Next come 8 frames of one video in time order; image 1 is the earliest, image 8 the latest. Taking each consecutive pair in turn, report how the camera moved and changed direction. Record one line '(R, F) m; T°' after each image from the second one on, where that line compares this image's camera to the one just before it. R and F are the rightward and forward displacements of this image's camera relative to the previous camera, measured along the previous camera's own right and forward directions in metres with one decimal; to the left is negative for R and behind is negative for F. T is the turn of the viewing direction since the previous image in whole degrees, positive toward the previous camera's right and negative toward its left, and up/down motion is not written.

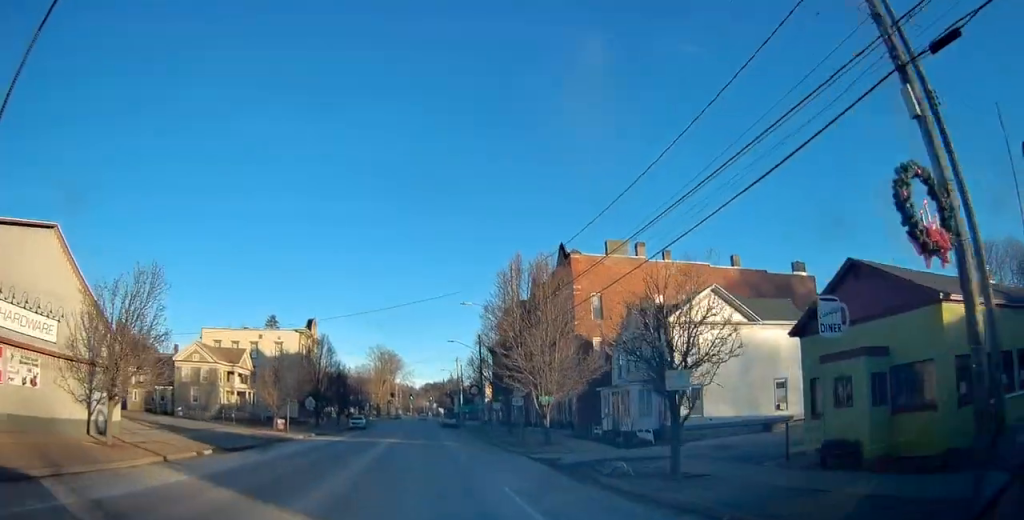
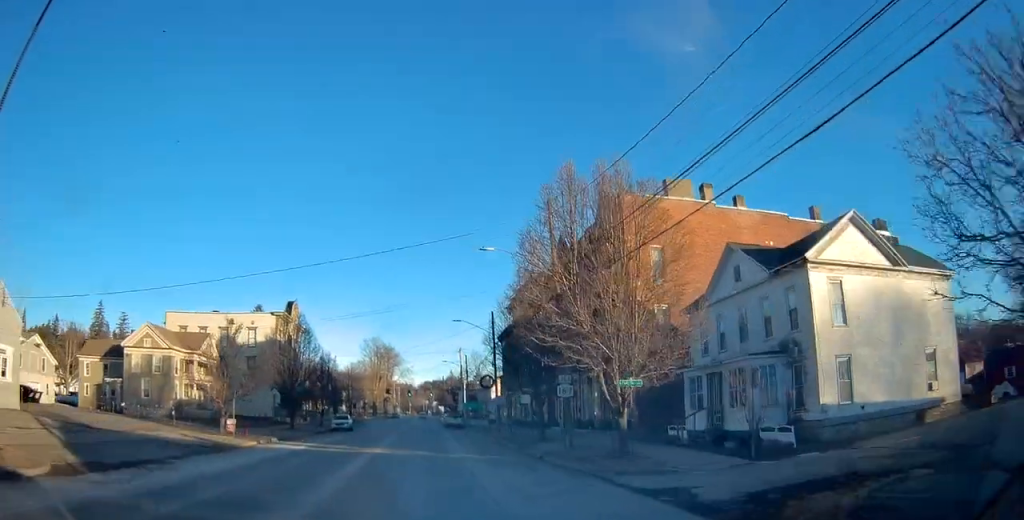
(0.0, +12.5) m; -1°
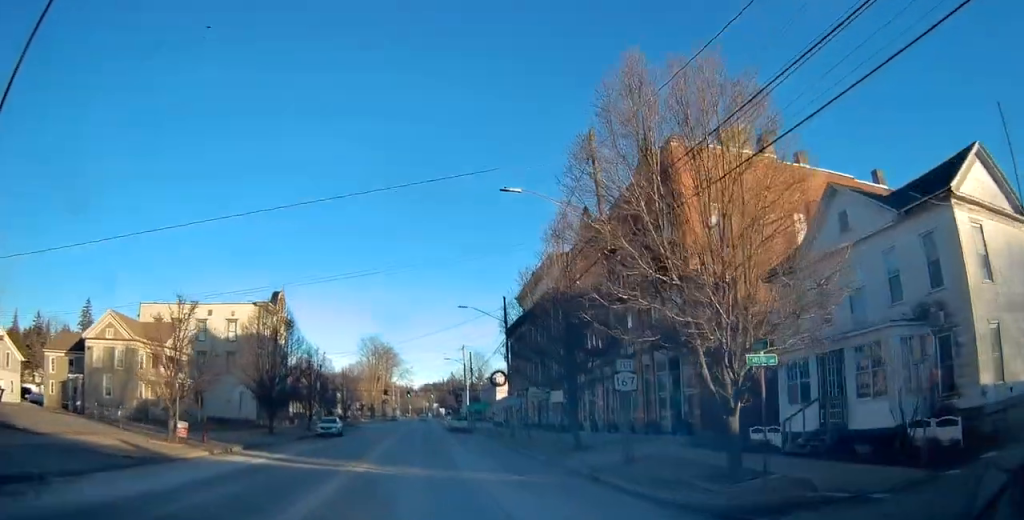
(0.0, +7.5) m; 0°
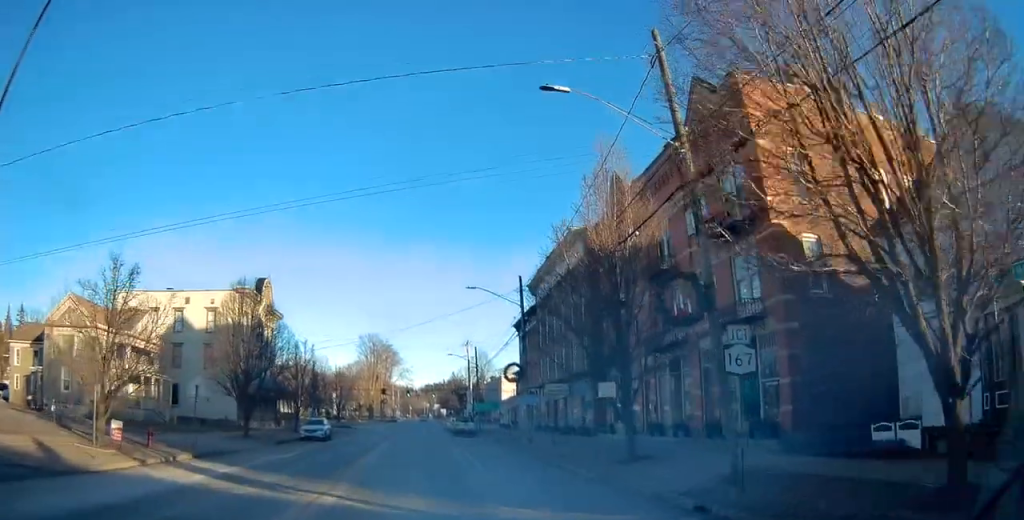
(0.0, +6.7) m; 0°
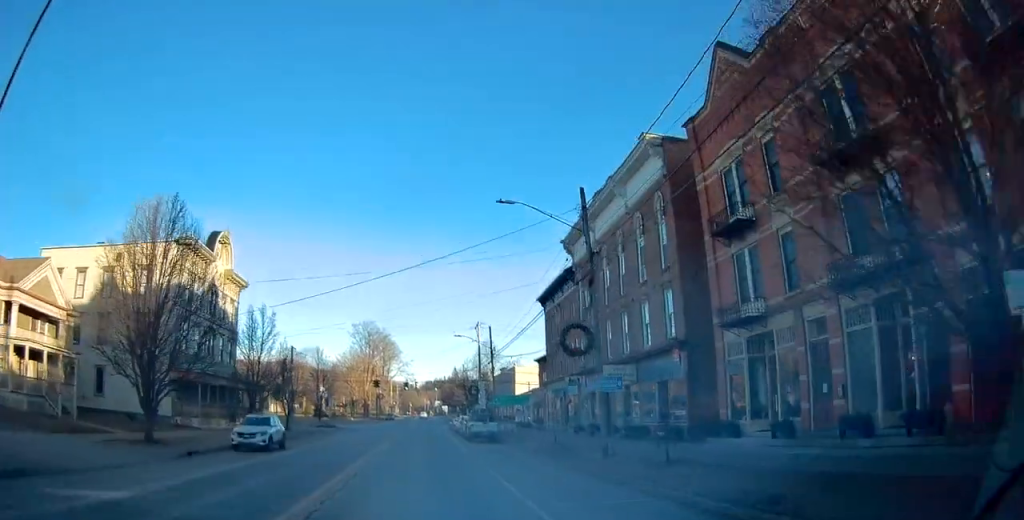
(+0.1, +14.5) m; 0°
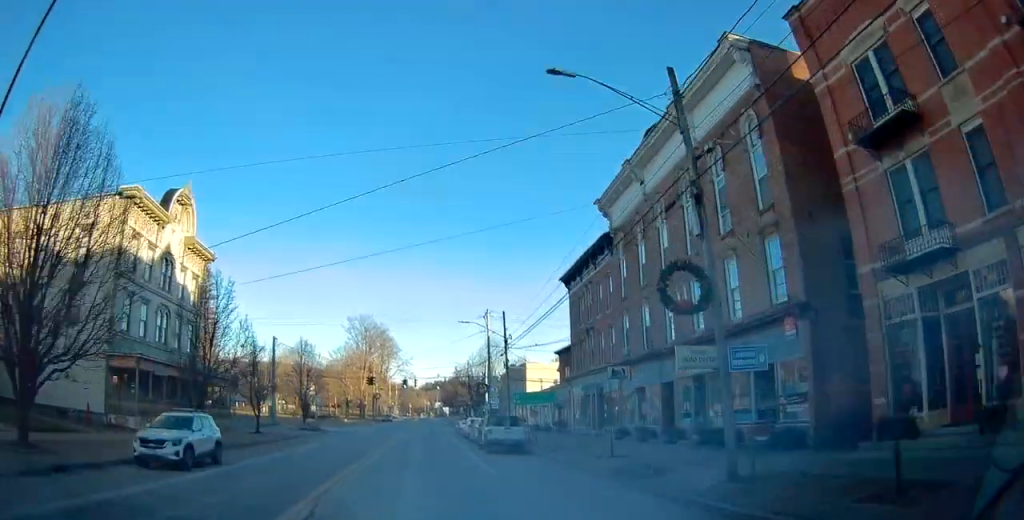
(0.0, +9.2) m; 0°
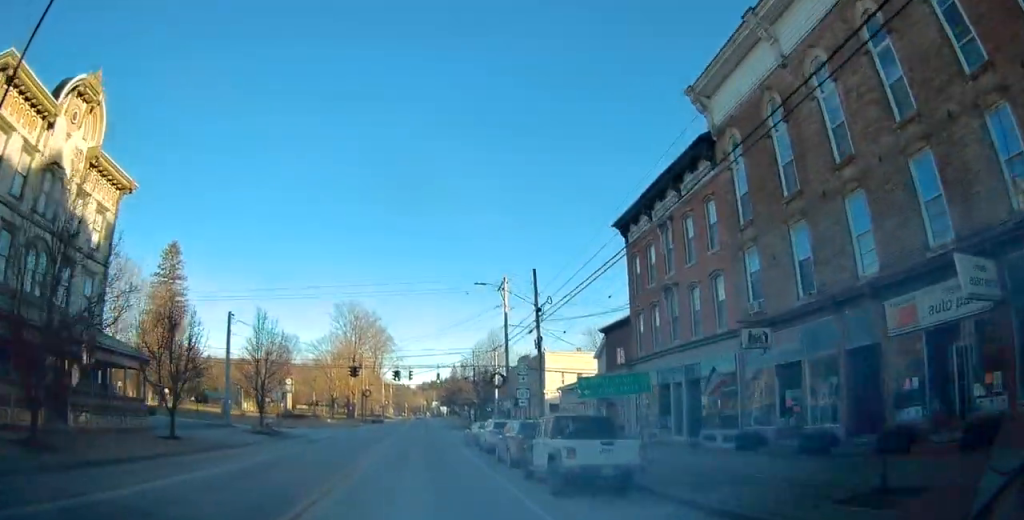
(0.0, +14.3) m; 0°
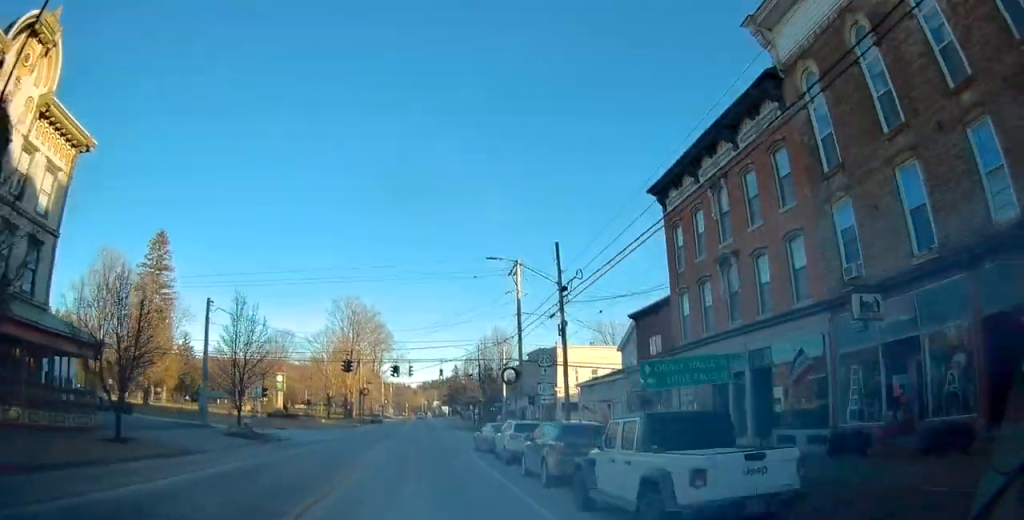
(0.0, +5.5) m; 0°
